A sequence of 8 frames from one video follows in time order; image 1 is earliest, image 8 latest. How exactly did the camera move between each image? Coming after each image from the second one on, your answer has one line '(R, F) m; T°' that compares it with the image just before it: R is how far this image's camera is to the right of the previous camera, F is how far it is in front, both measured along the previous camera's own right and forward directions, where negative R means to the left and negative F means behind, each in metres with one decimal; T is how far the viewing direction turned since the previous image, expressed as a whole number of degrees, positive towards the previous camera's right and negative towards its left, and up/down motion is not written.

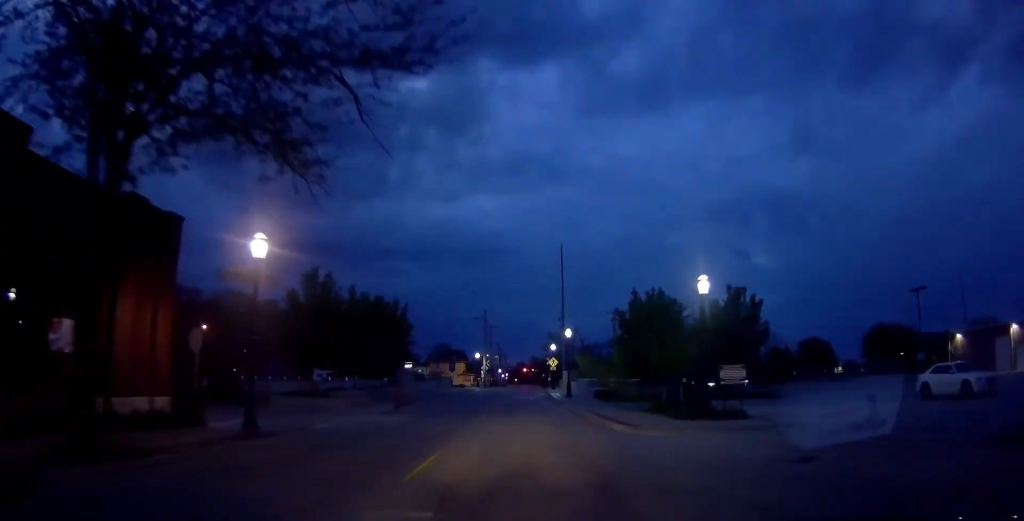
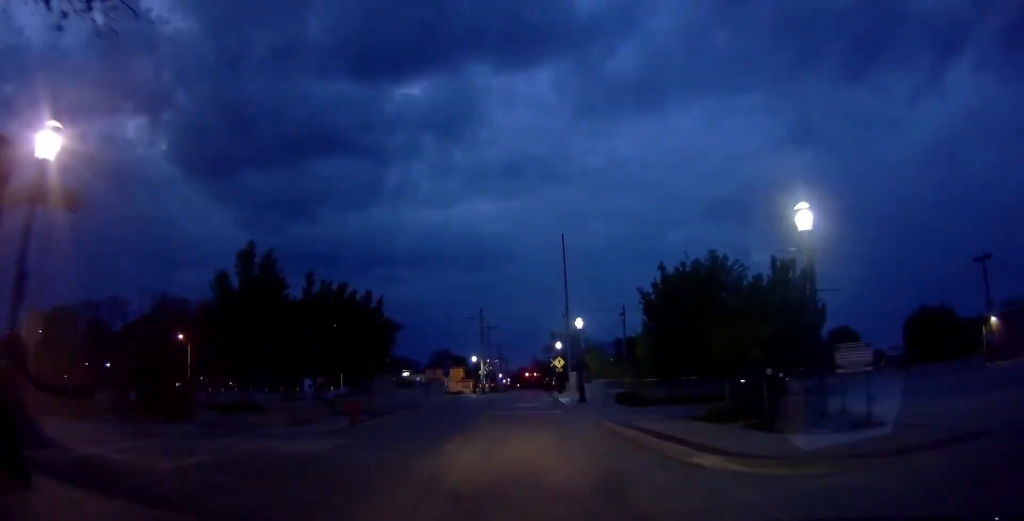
(0.0, +8.6) m; 0°
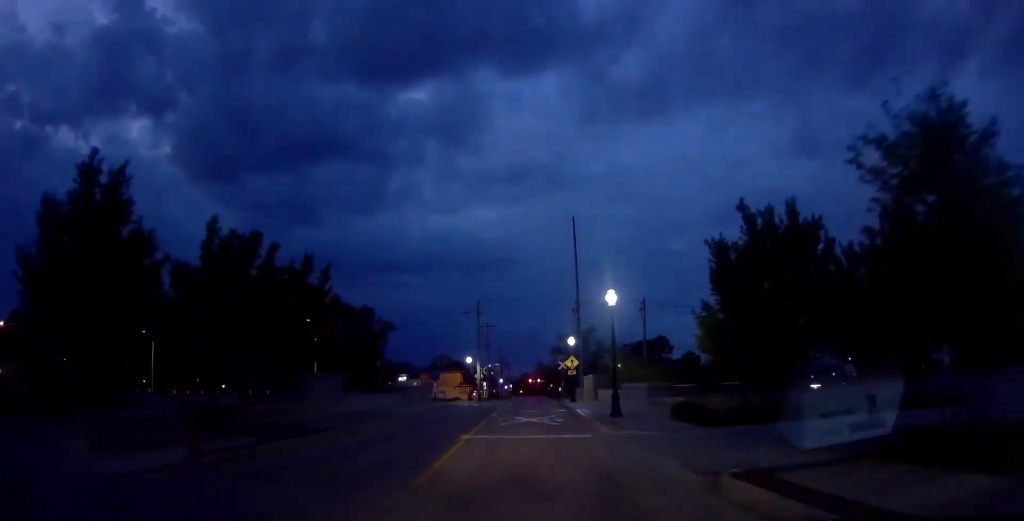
(0.0, +11.3) m; +1°
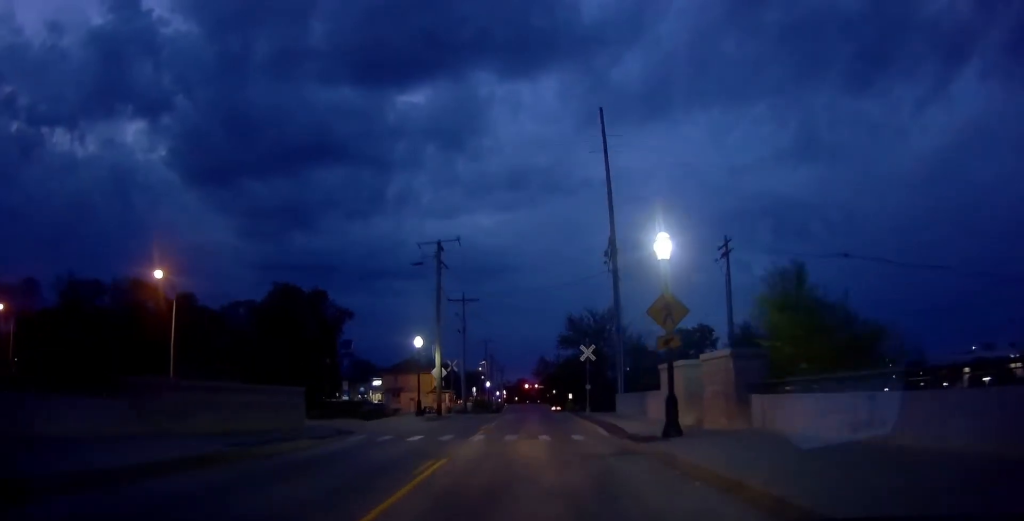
(+0.7, +31.6) m; +1°
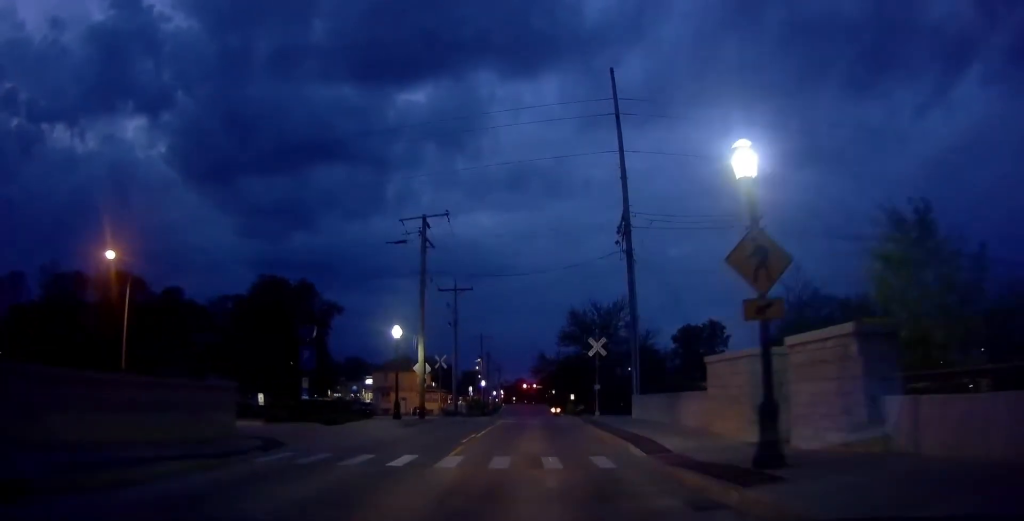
(0.0, +6.0) m; 0°
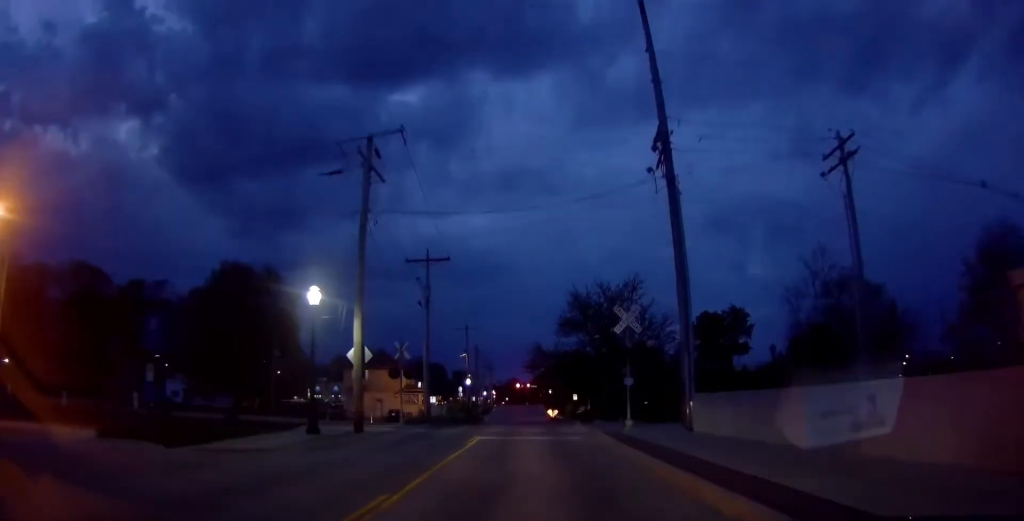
(0.0, +11.8) m; -4°
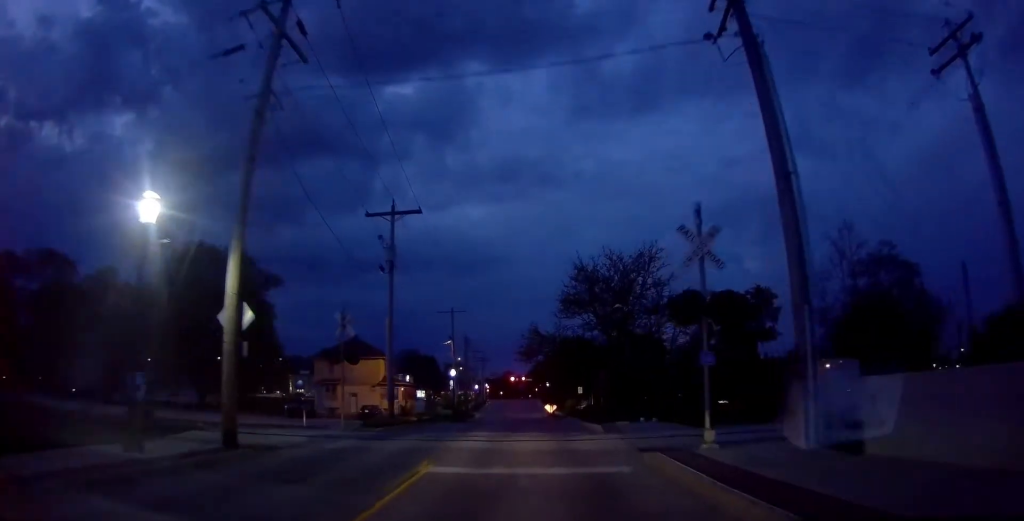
(-0.7, +9.7) m; +1°
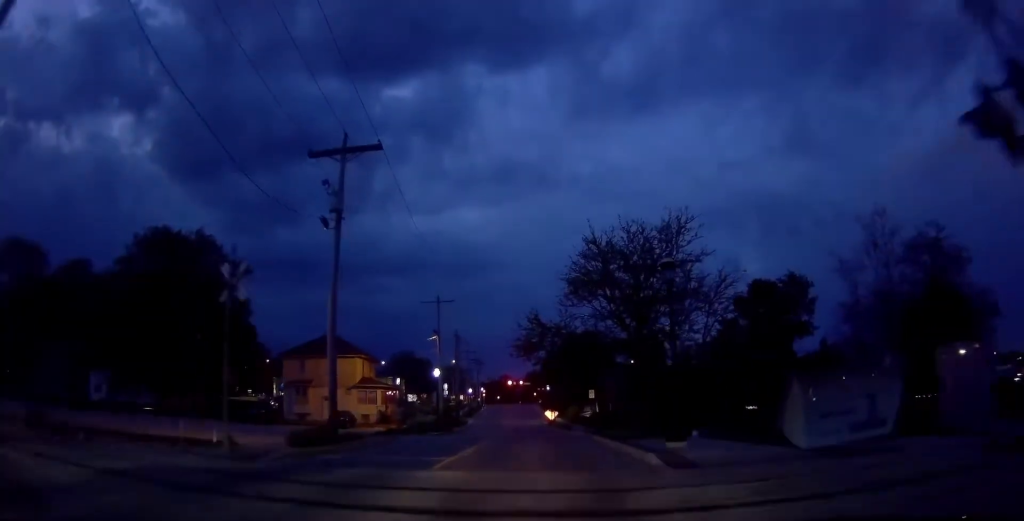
(+0.5, +8.7) m; +3°
